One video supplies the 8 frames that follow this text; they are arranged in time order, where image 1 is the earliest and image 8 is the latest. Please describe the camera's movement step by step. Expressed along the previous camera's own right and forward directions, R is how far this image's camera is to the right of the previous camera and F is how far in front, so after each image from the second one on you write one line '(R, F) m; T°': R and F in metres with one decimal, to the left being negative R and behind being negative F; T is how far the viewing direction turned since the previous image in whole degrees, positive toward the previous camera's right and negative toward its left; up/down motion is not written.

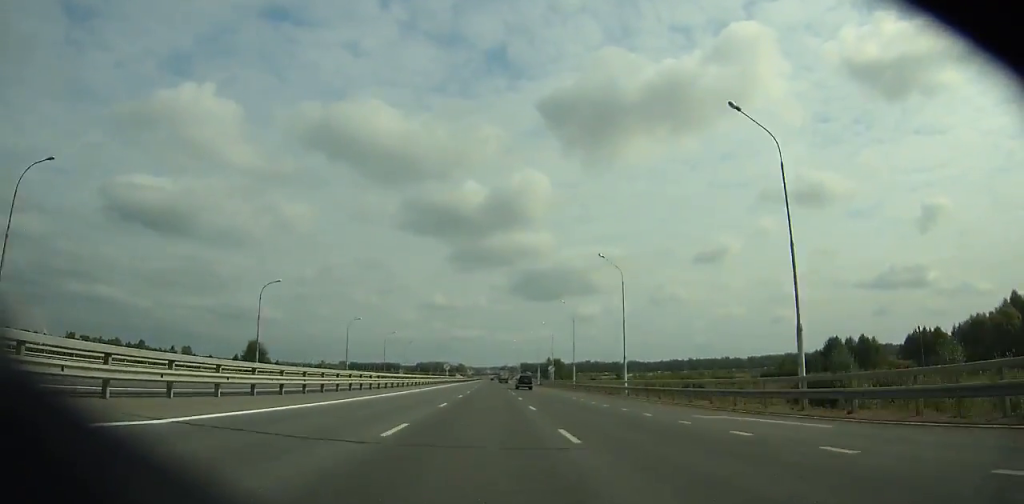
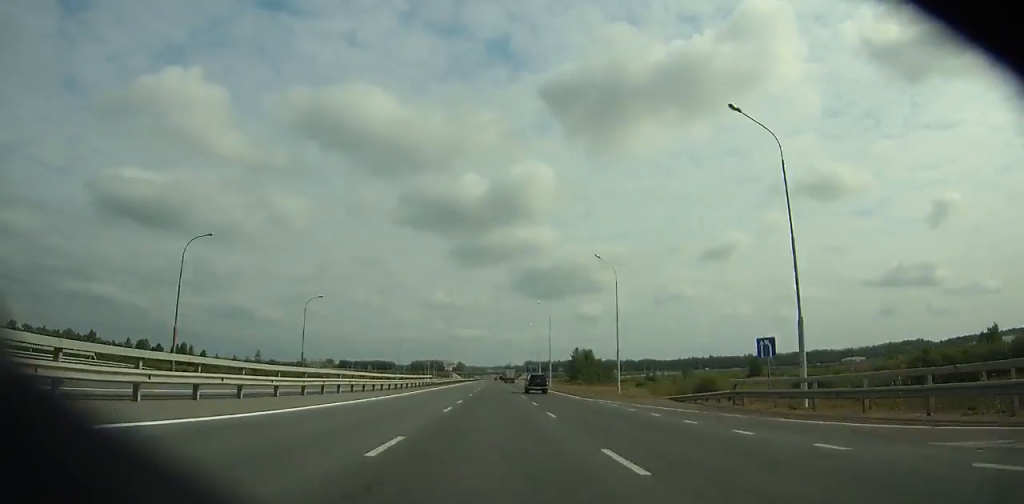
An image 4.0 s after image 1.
(-0.3, +103.5) m; 0°
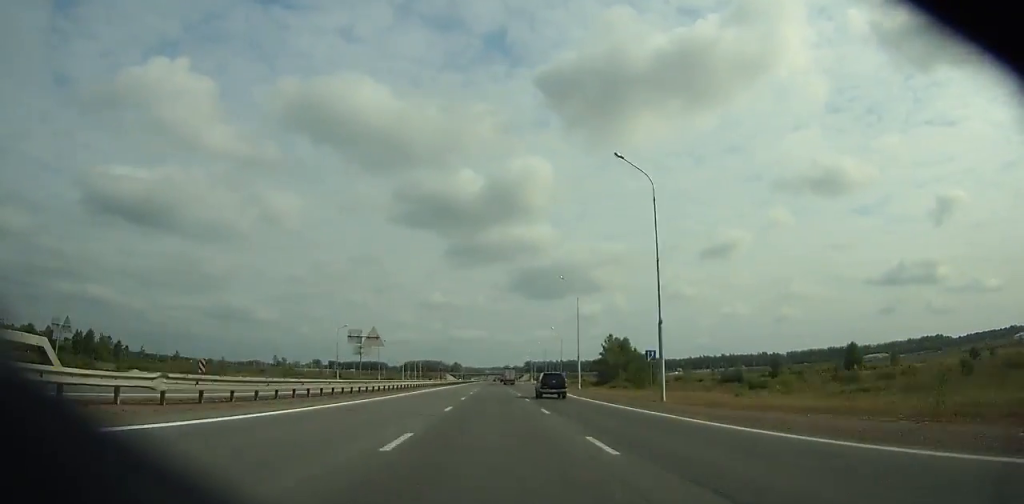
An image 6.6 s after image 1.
(-0.1, +66.3) m; 0°
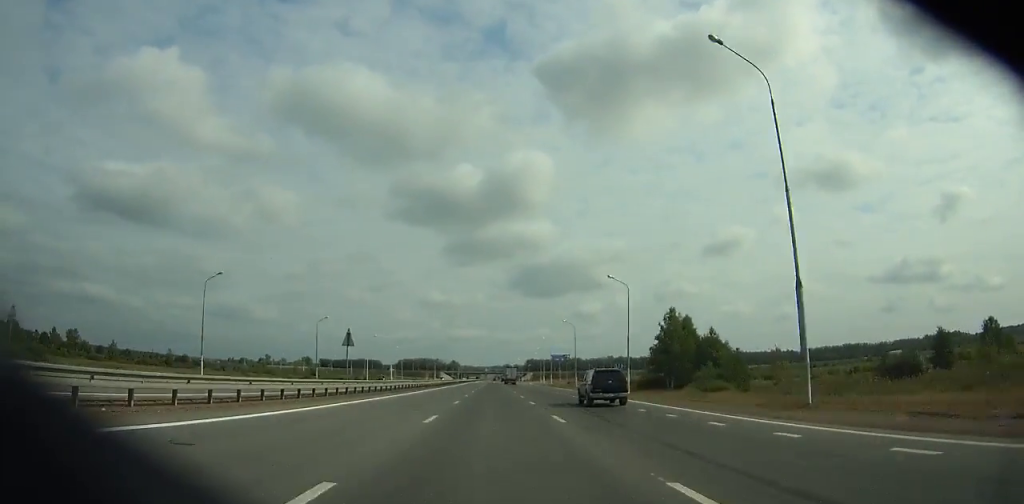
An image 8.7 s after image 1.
(-0.1, +53.5) m; 0°
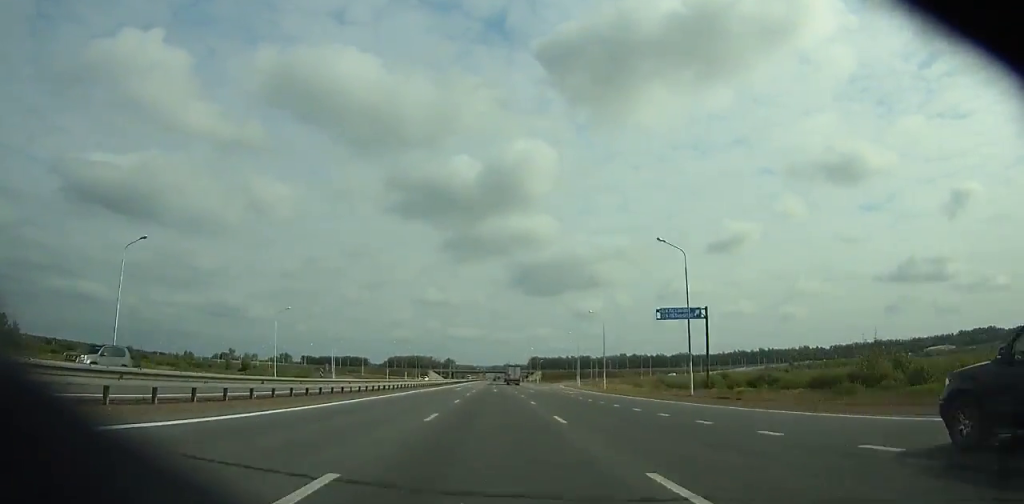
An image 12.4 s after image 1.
(+0.2, +94.5) m; 0°
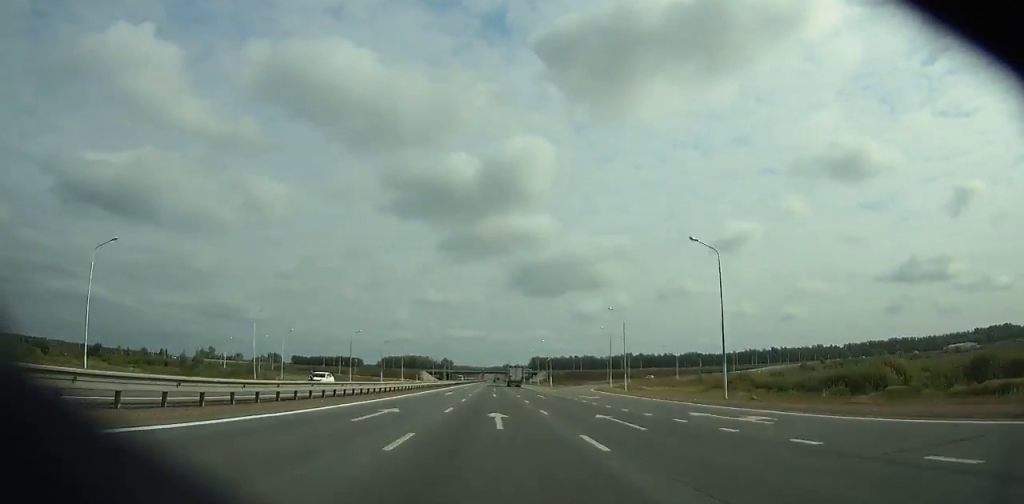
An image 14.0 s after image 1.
(+0.1, +41.0) m; 0°
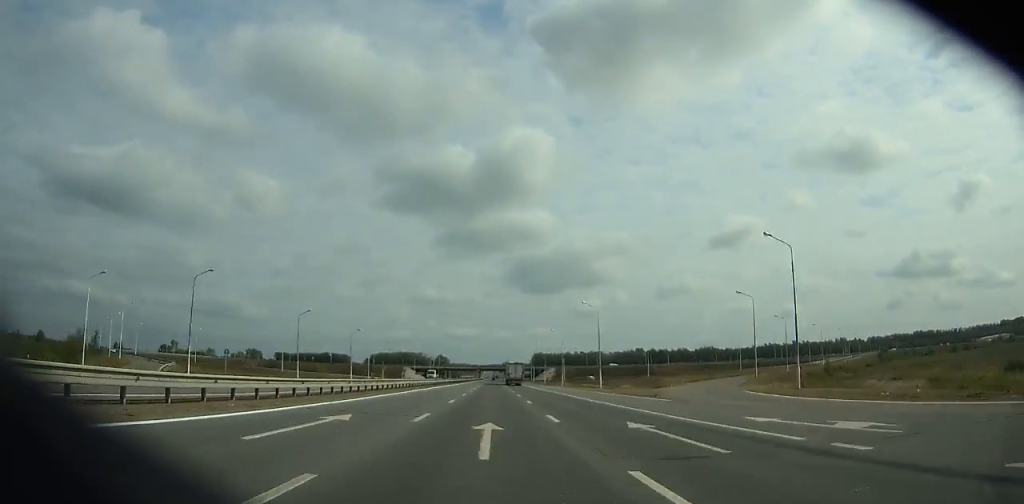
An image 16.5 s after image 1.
(+0.1, +64.1) m; 0°
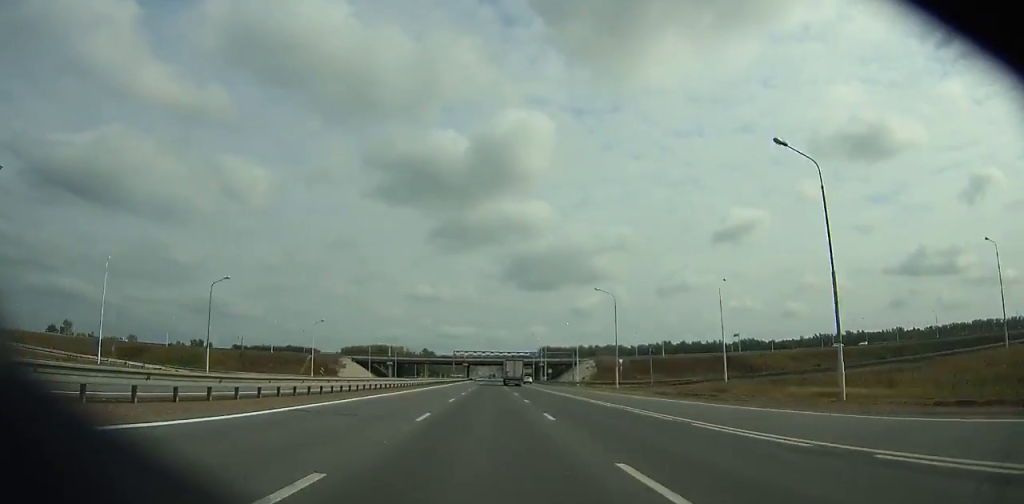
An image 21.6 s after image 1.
(+0.4, +130.3) m; 0°
